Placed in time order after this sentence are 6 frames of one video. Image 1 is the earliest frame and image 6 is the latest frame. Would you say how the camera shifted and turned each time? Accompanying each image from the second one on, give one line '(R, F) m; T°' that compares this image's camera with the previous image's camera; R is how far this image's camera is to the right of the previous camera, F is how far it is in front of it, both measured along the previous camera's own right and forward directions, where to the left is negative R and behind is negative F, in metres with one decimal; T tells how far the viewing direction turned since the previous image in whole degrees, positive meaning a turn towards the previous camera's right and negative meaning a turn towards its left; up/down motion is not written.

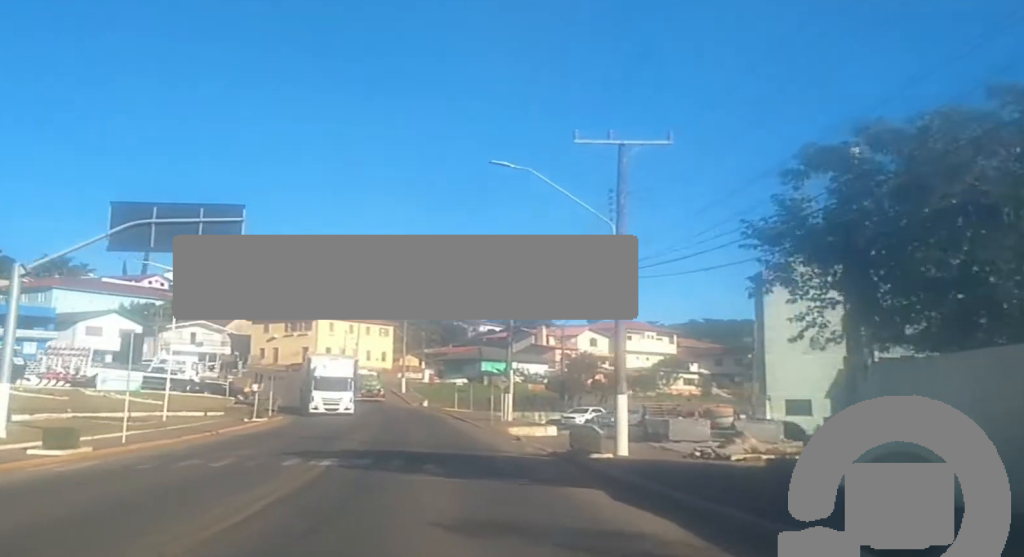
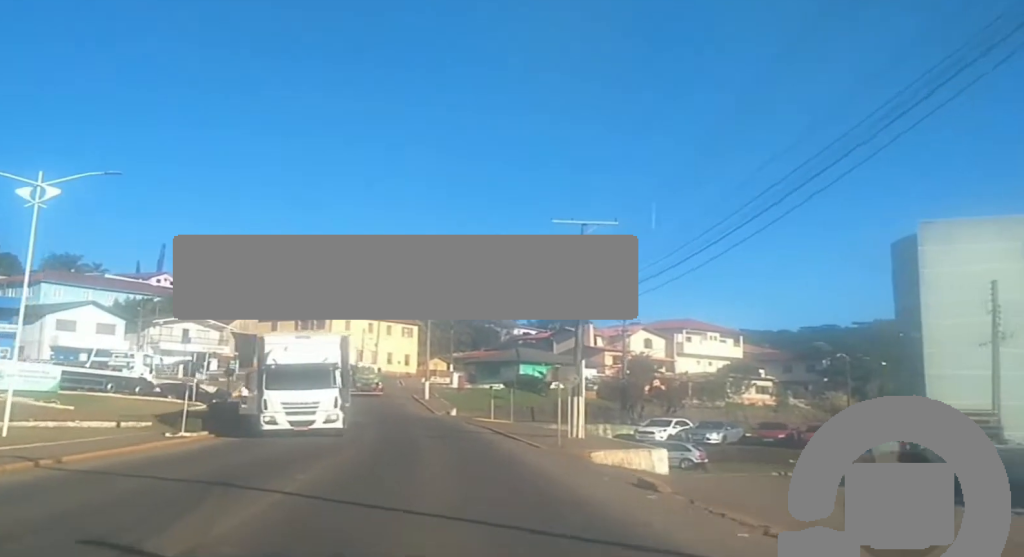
(-0.2, +17.4) m; -1°
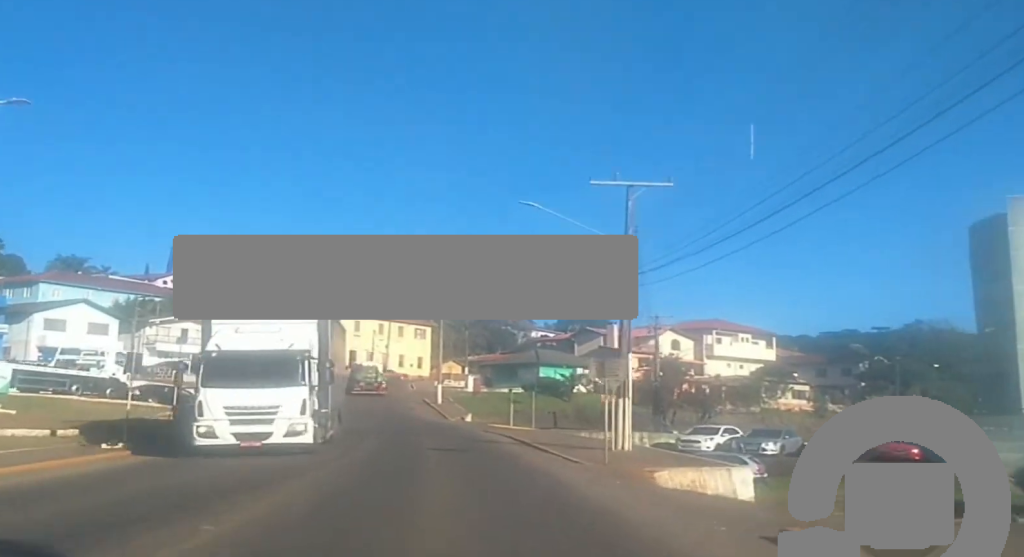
(0.0, +6.7) m; 0°
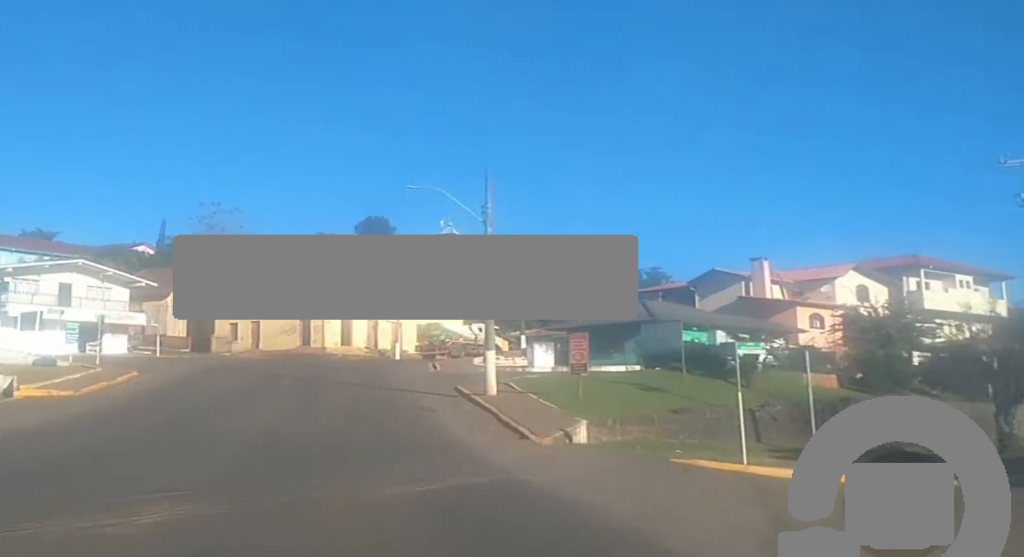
(-0.1, +42.0) m; -2°
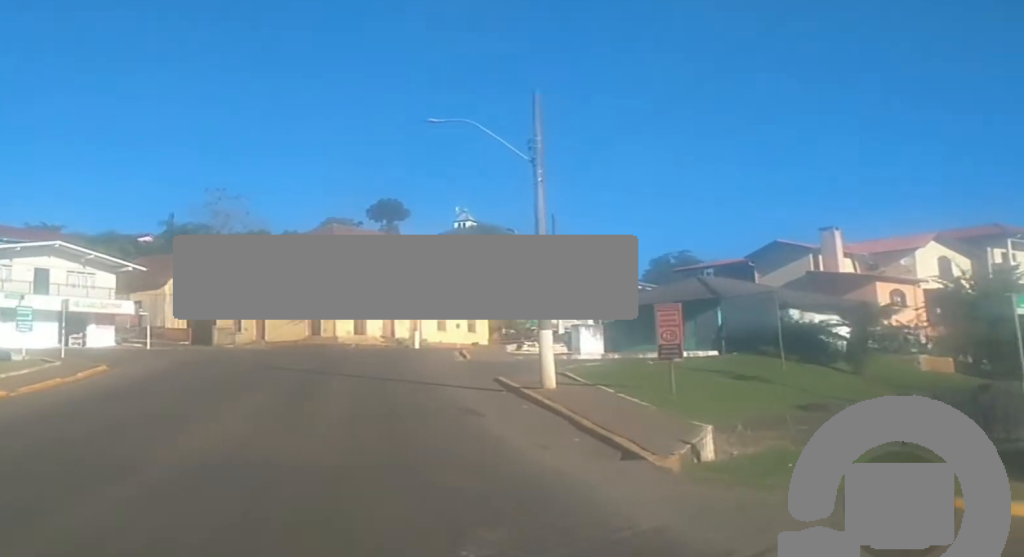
(-0.3, +9.6) m; -3°
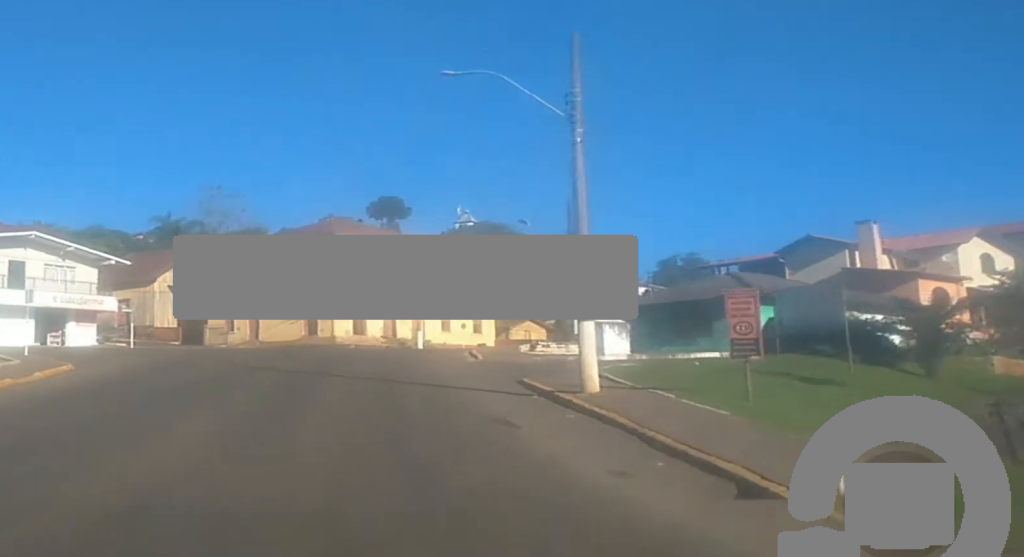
(-0.1, +5.1) m; -1°
